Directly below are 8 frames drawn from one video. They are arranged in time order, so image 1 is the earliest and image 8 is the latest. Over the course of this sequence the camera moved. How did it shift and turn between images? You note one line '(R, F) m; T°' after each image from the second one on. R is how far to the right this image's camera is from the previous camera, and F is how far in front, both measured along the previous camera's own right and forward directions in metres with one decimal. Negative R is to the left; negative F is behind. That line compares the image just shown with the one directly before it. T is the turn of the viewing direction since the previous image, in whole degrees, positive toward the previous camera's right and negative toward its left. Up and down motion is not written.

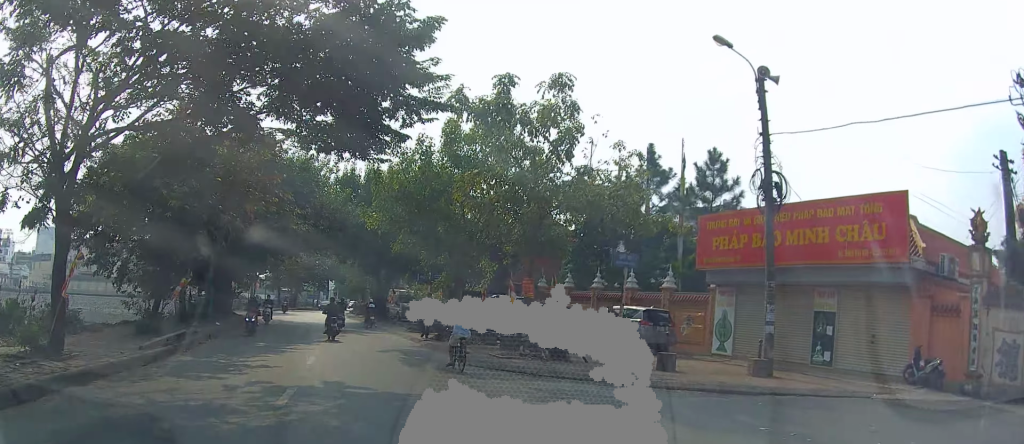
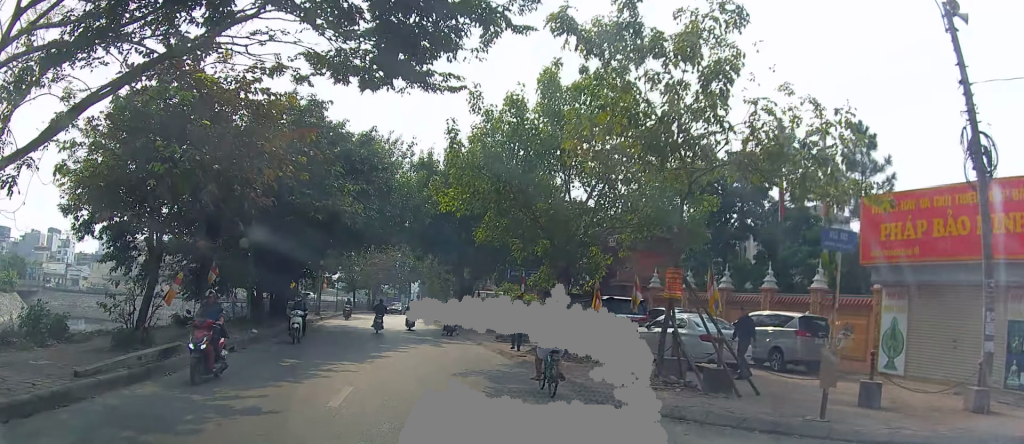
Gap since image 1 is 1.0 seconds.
(0.0, +6.4) m; -2°
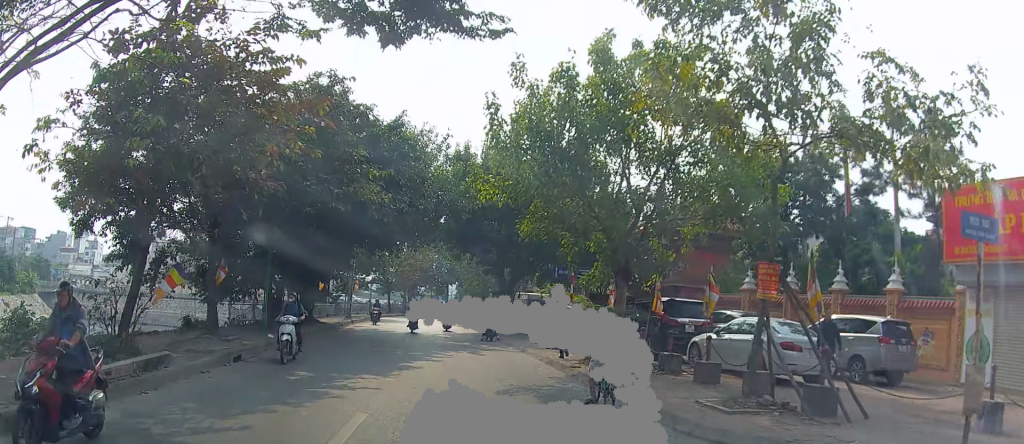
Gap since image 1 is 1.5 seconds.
(-0.1, +2.8) m; -1°
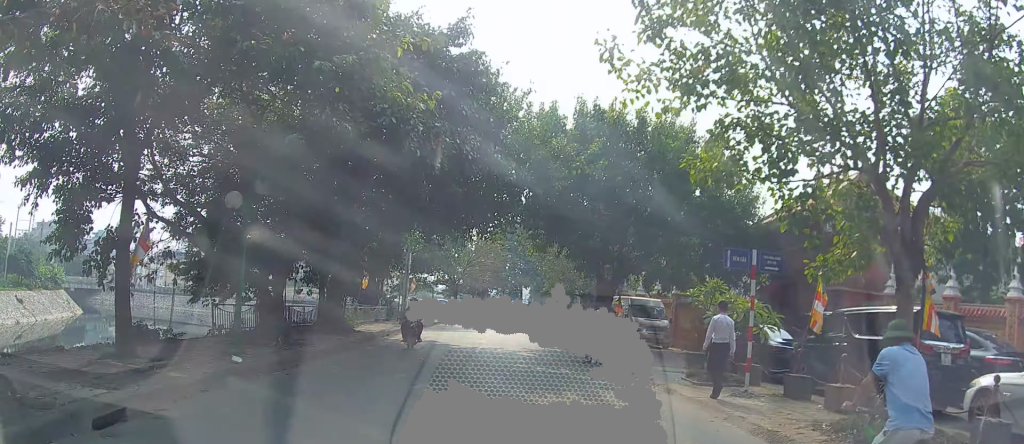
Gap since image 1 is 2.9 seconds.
(-0.2, +8.3) m; -2°
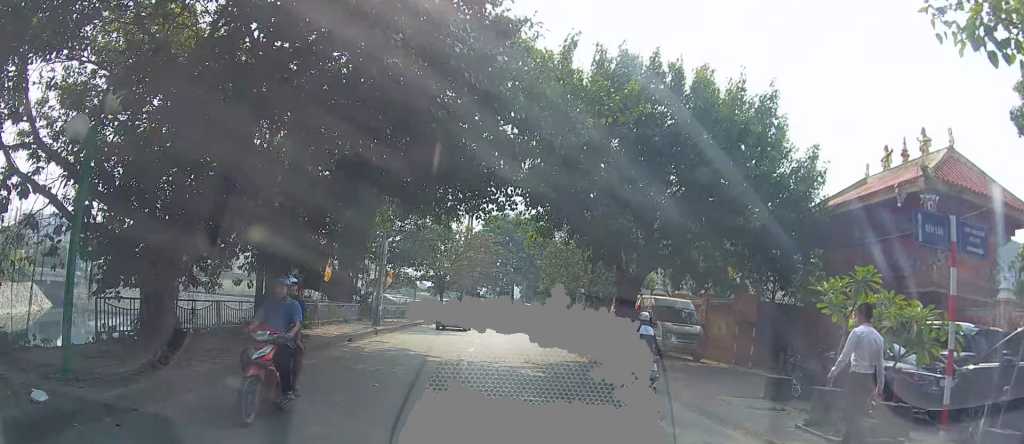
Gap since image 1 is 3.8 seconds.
(0.0, +5.1) m; -1°
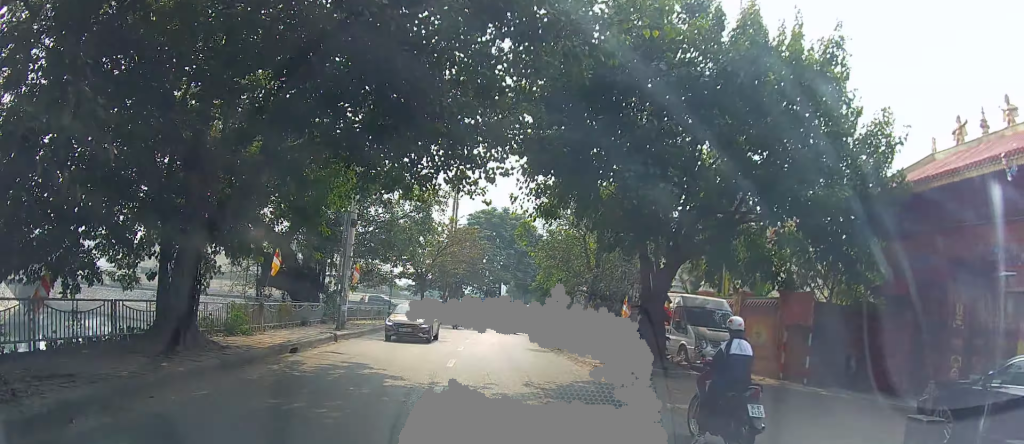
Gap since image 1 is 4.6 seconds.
(0.0, +4.7) m; -5°
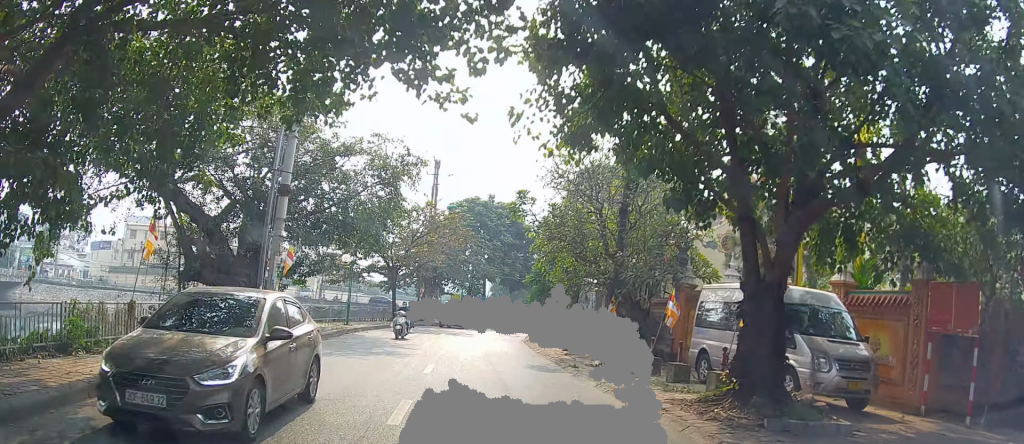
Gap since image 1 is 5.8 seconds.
(-0.6, +7.1) m; -8°
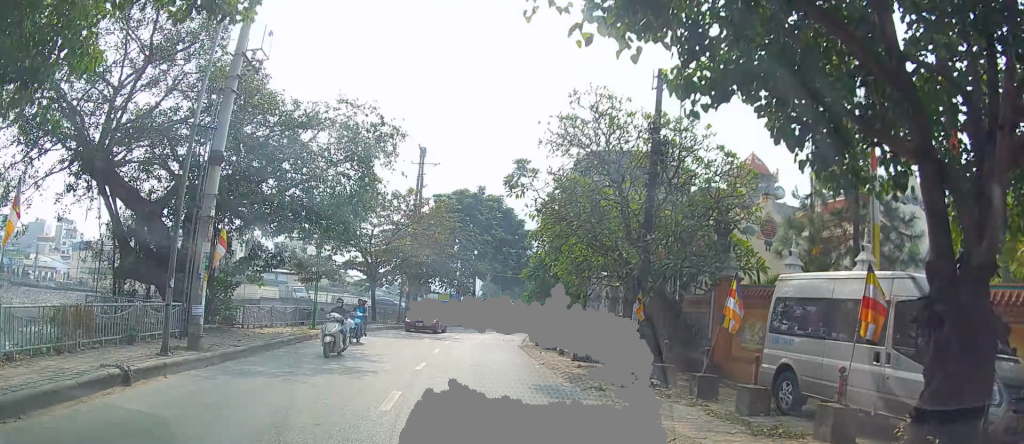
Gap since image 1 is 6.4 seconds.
(-0.1, +4.2) m; -1°
